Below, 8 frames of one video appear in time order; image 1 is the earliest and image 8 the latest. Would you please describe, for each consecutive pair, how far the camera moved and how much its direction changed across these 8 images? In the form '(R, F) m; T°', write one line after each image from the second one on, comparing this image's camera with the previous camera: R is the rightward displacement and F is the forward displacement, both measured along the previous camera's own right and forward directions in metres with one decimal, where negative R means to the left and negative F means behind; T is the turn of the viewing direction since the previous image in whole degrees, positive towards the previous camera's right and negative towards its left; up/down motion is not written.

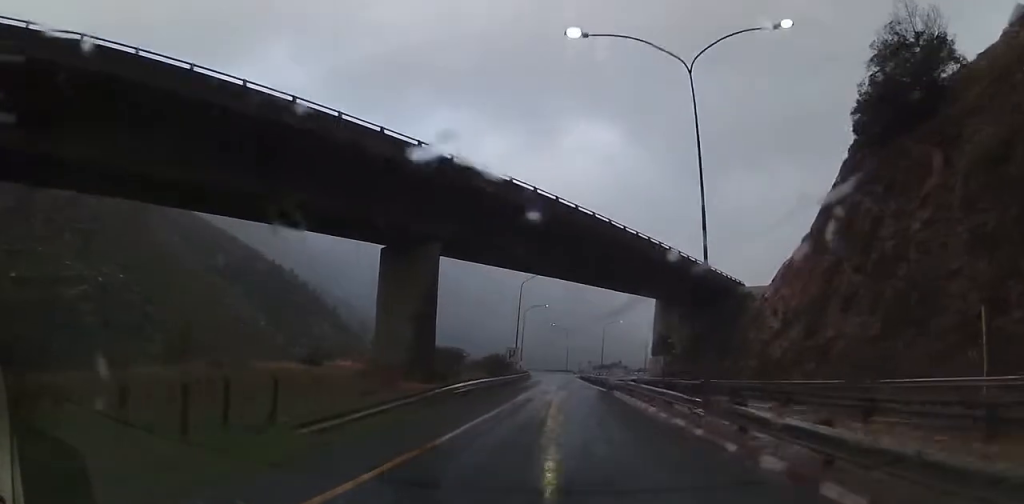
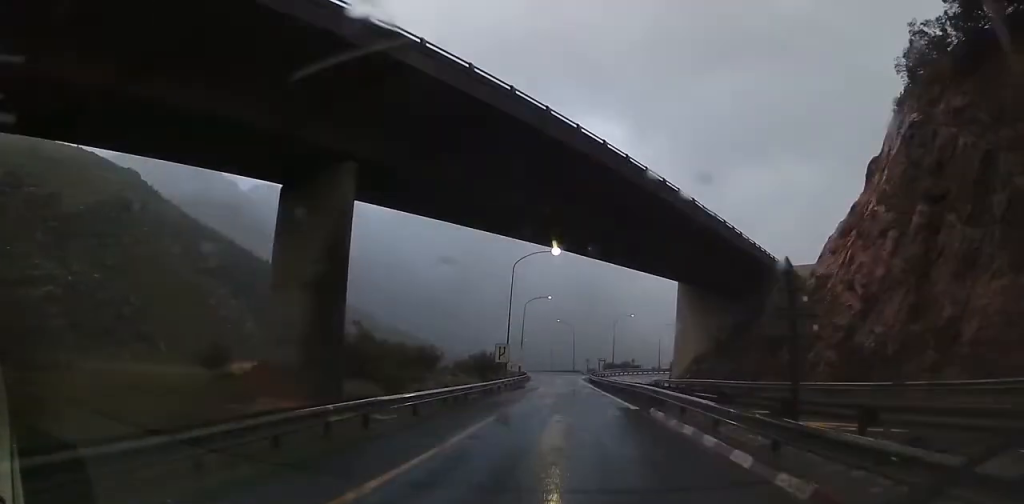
(0.0, +13.4) m; 0°
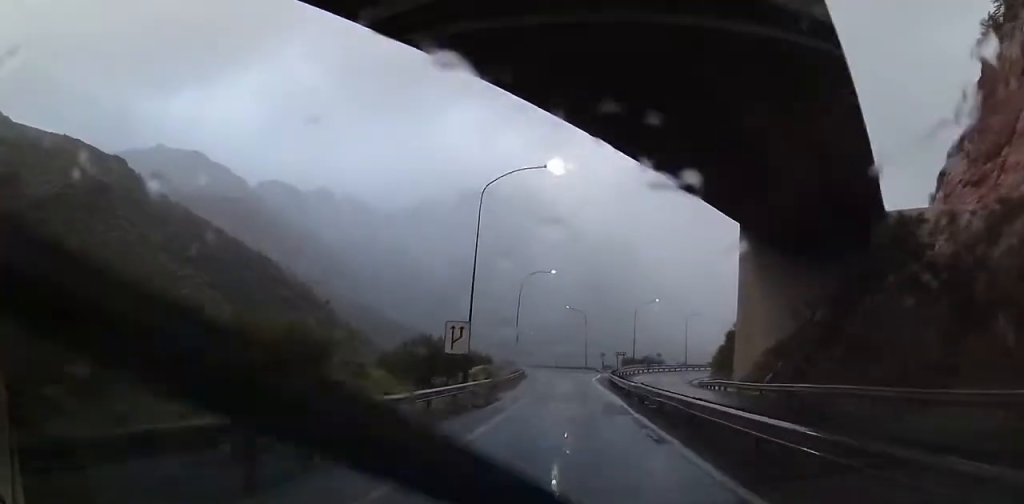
(-0.1, +22.5) m; -2°
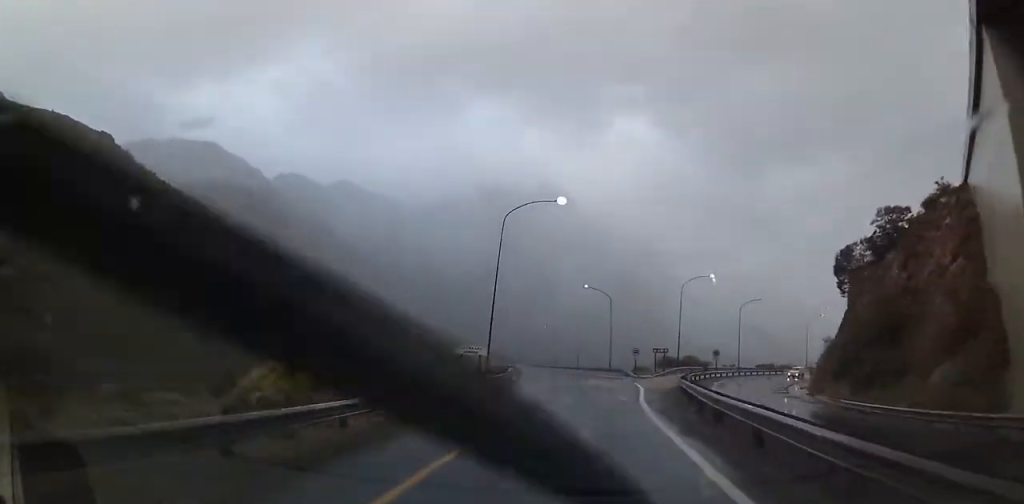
(-1.3, +29.5) m; -4°
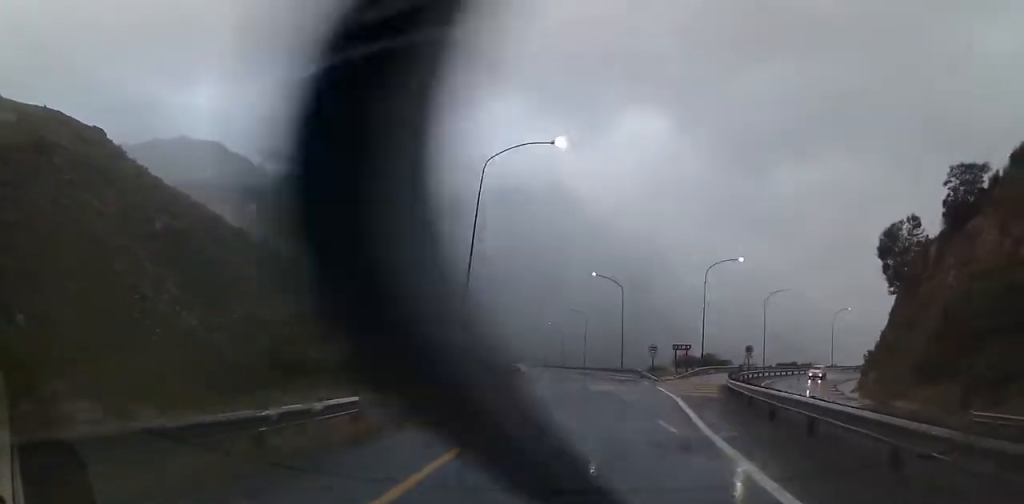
(-0.2, +10.4) m; -1°
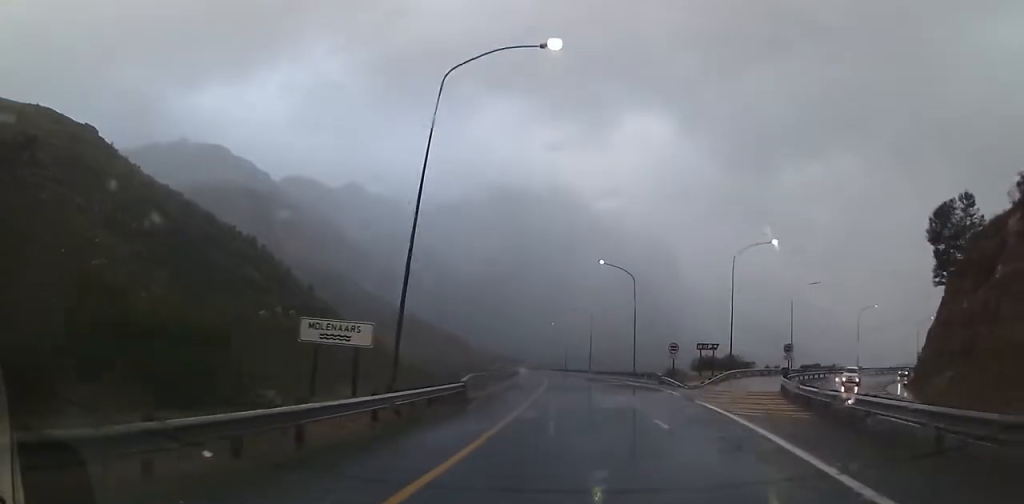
(0.0, +9.9) m; 0°
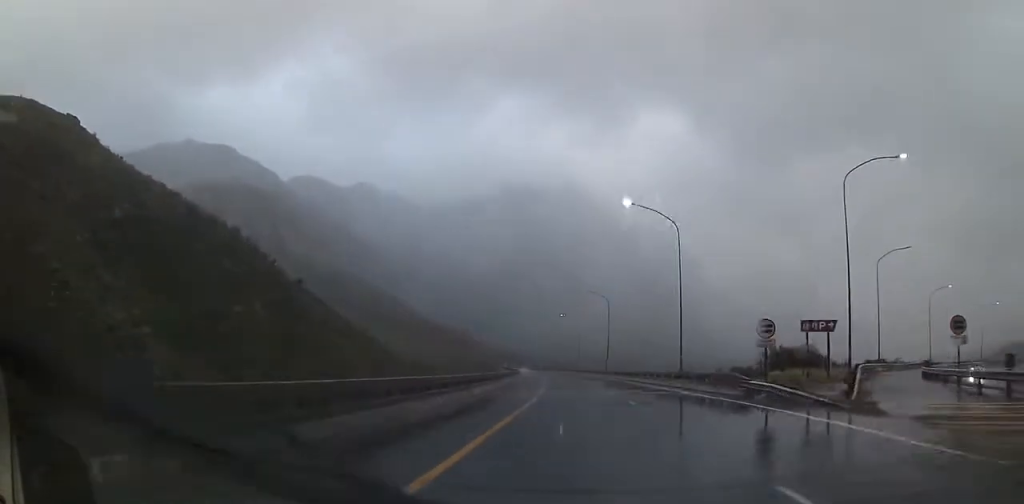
(0.0, +21.4) m; 0°
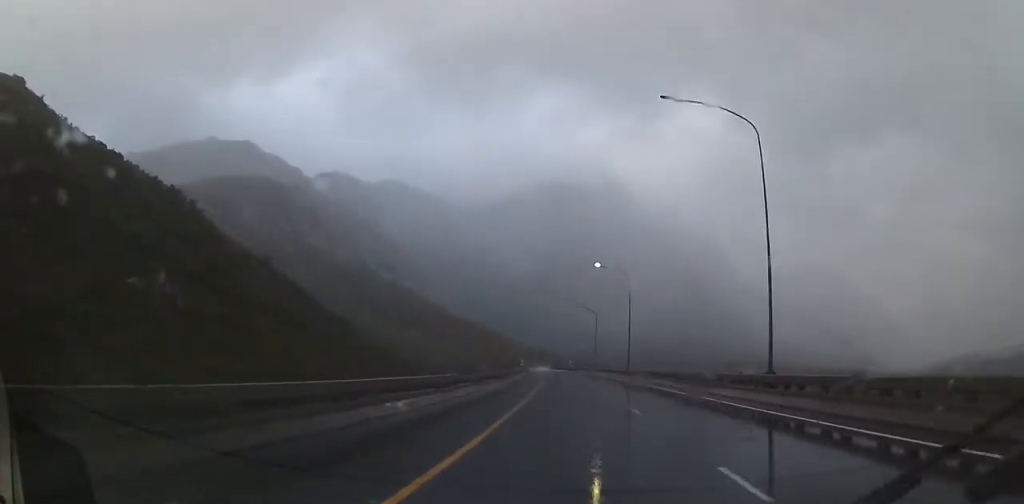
(0.0, +58.1) m; -2°
